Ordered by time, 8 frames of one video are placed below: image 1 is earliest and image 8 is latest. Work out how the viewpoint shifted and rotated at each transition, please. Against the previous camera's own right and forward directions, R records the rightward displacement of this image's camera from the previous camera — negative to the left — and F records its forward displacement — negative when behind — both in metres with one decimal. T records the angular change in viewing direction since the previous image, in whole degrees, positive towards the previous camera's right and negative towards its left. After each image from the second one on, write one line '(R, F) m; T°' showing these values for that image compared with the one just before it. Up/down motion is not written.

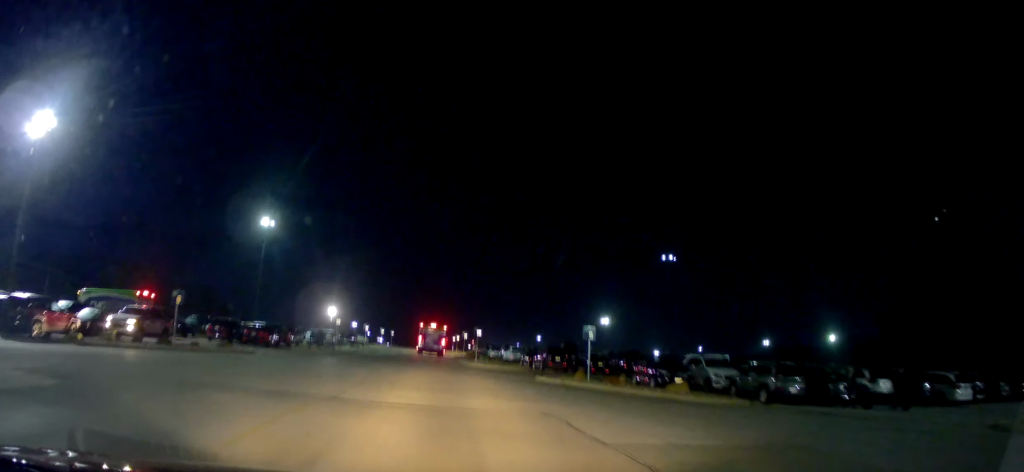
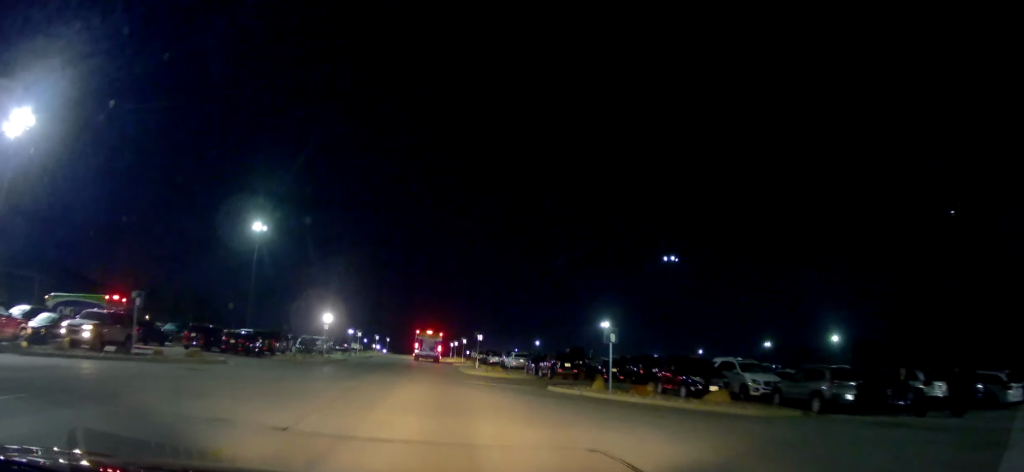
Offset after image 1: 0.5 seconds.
(0.0, +4.1) m; 0°
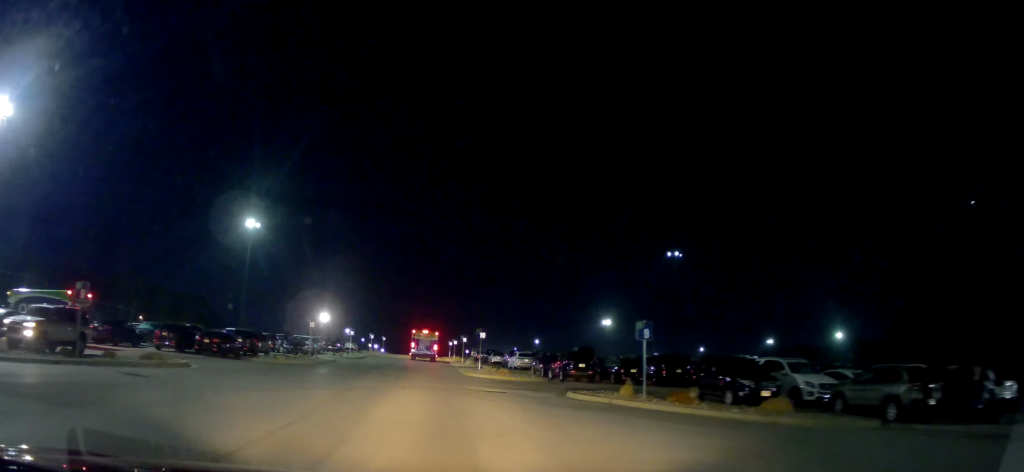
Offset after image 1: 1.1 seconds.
(0.0, +4.4) m; 0°
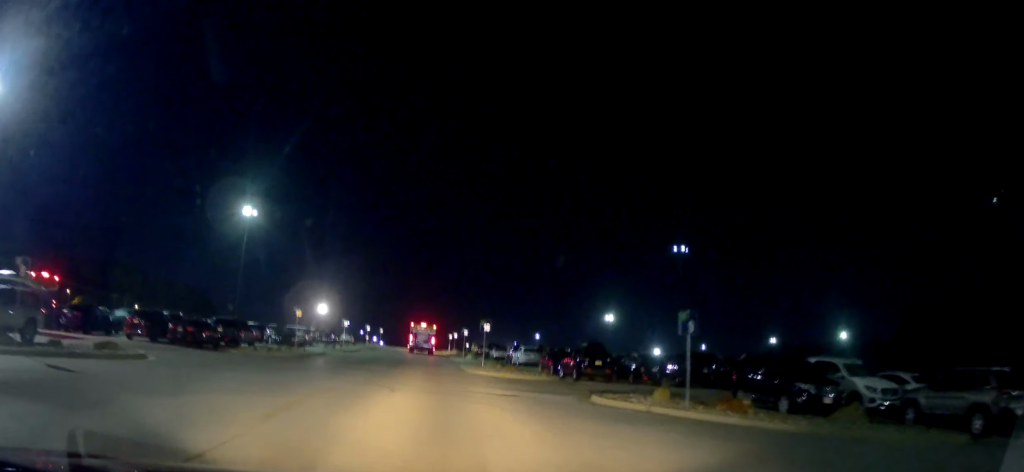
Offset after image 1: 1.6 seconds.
(0.0, +3.9) m; 0°
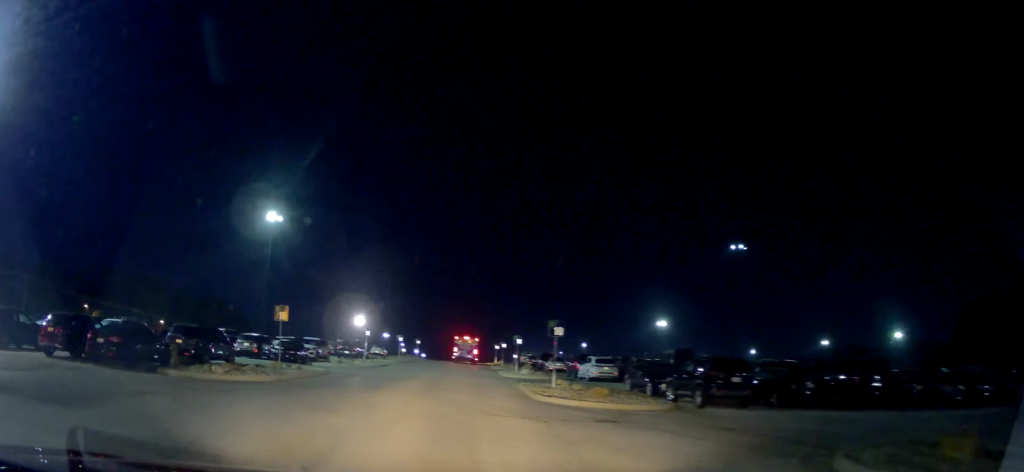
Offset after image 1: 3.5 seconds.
(0.0, +11.8) m; -4°
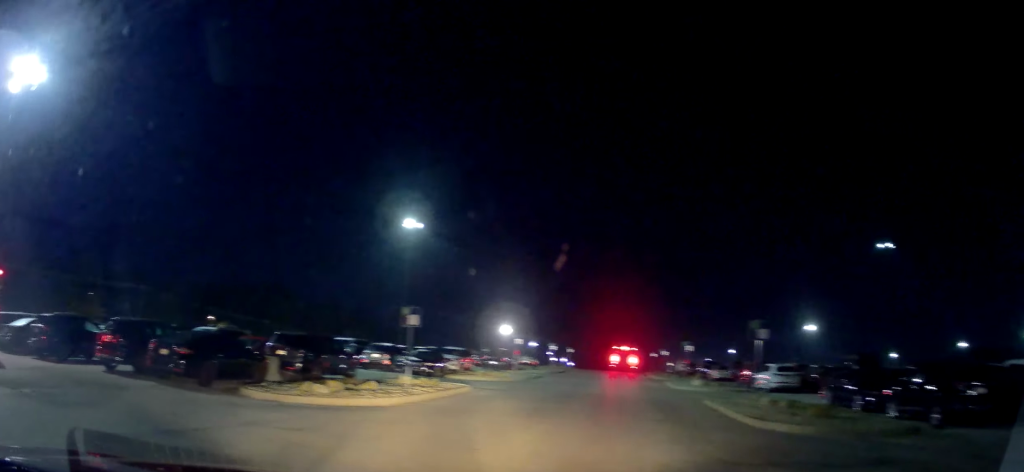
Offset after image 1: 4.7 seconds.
(-0.4, +5.7) m; -13°
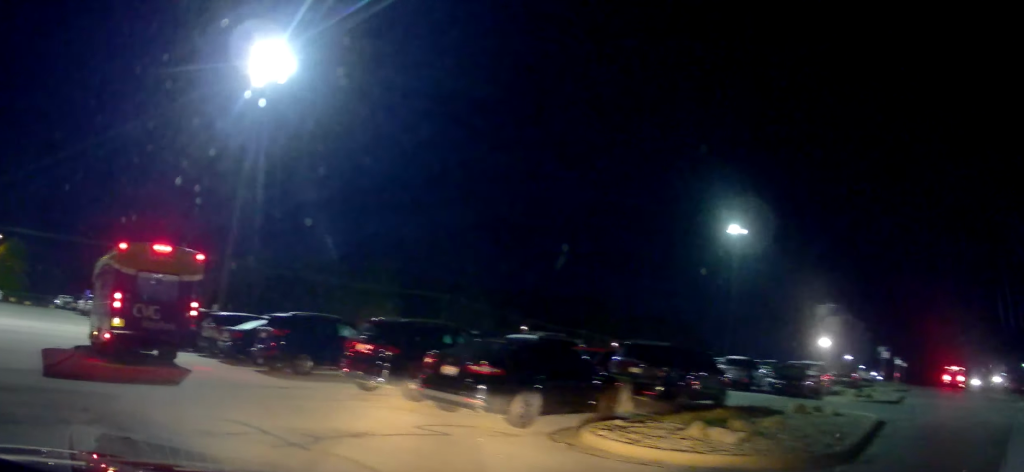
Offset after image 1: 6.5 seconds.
(-1.1, +6.8) m; -18°
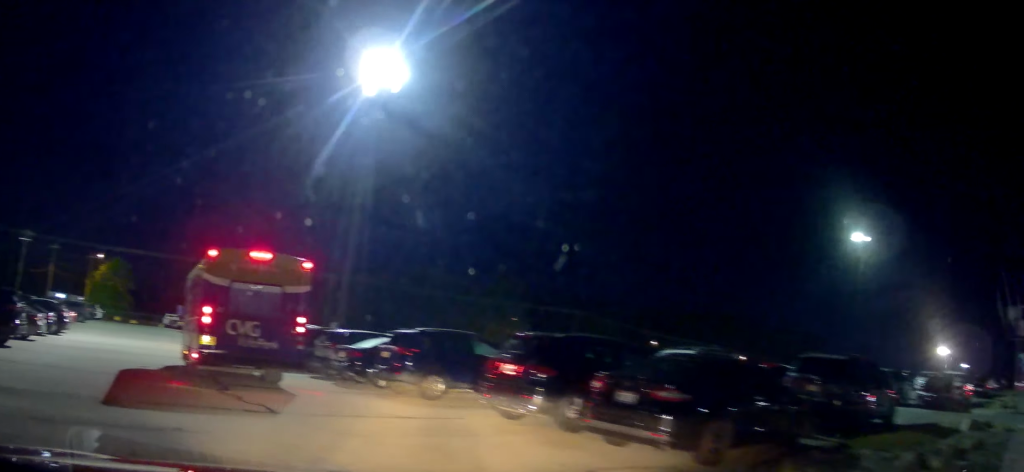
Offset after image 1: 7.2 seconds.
(-0.1, +2.3) m; -13°
